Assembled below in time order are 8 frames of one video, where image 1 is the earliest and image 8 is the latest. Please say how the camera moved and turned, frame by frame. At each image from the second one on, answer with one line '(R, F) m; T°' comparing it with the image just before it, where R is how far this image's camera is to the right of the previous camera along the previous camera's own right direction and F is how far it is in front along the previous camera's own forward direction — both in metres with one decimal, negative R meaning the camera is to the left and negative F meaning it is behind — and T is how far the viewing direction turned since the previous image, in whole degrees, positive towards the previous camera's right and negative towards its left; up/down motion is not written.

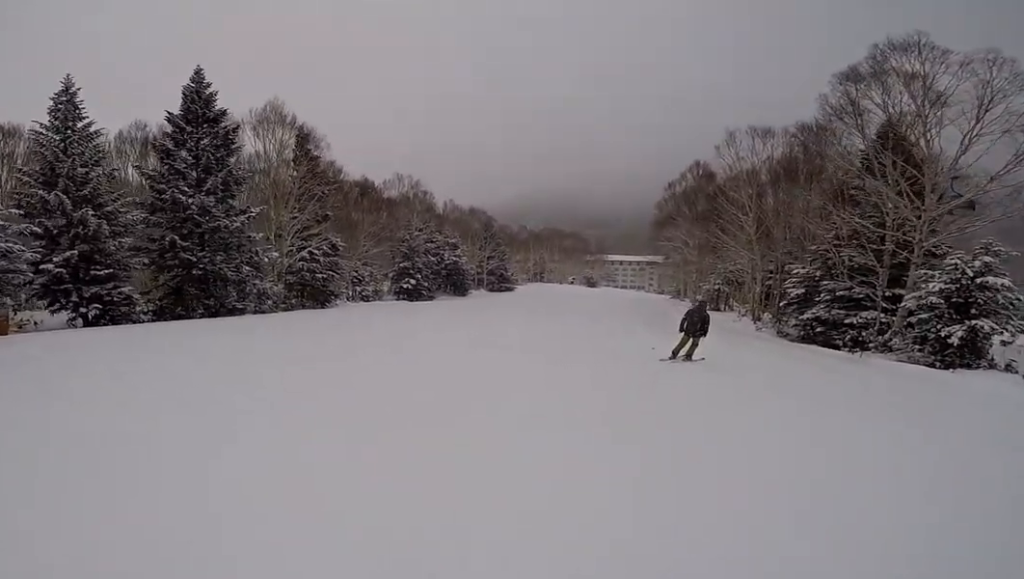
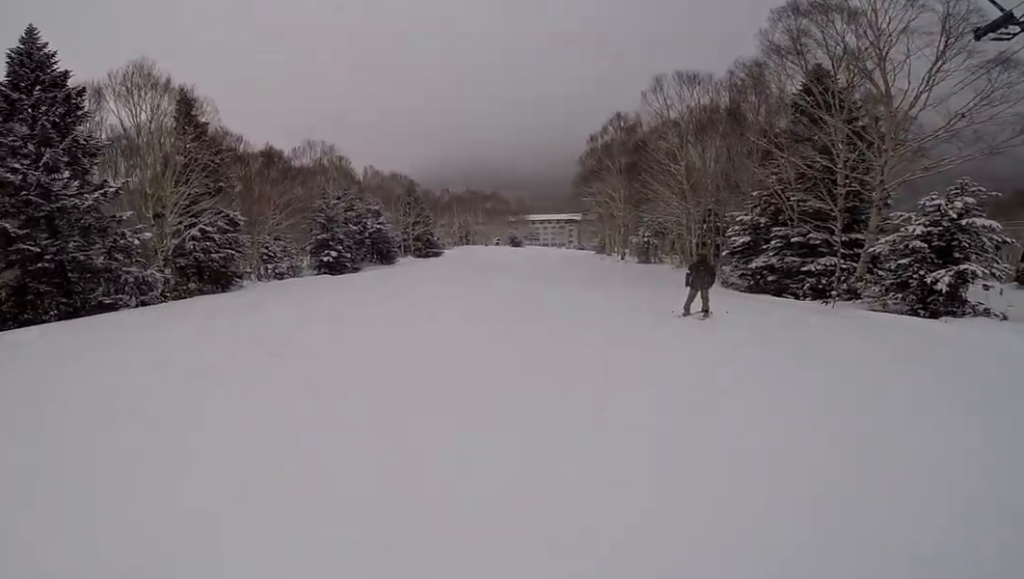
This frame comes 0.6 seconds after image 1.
(-0.8, +3.5) m; 0°
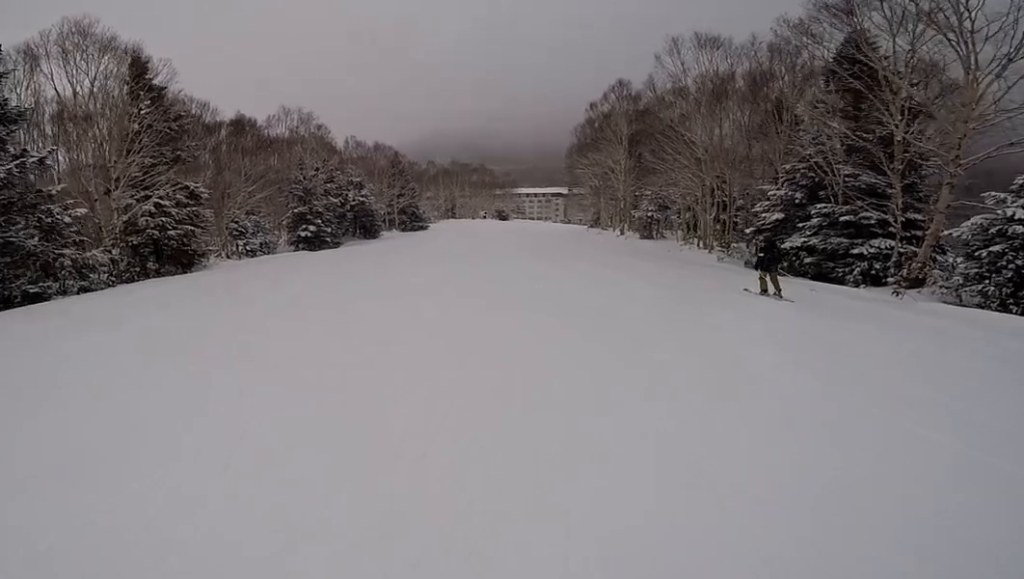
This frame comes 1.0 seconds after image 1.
(+0.8, +3.0) m; +8°
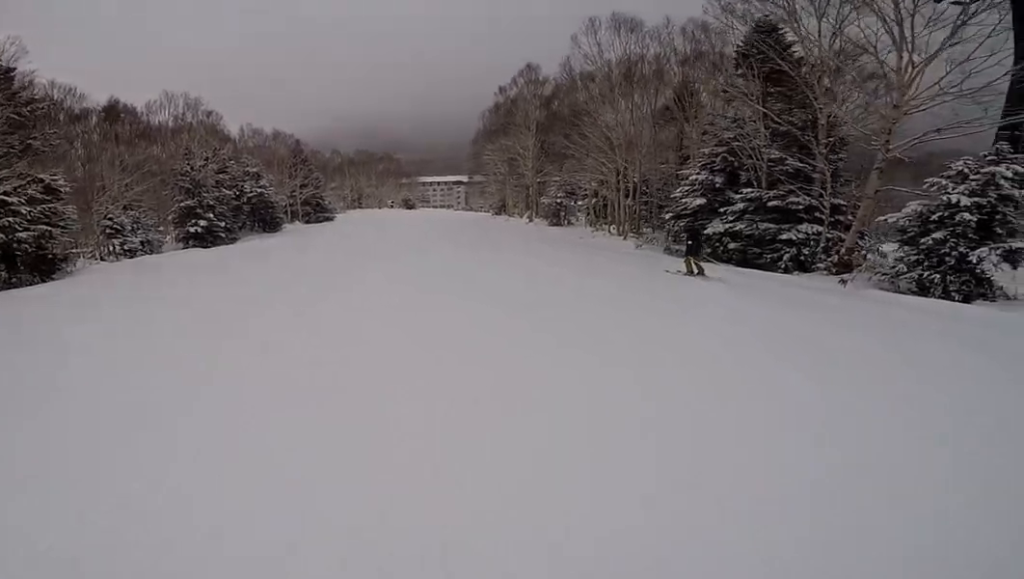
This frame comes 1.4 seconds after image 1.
(+0.3, +2.5) m; +7°
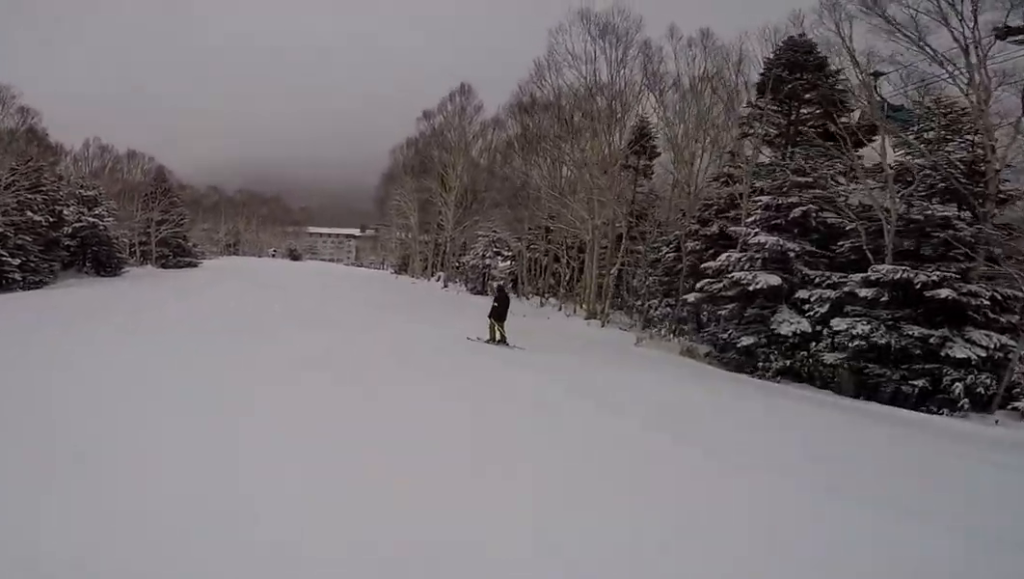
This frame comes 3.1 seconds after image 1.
(+1.9, +10.7) m; +5°
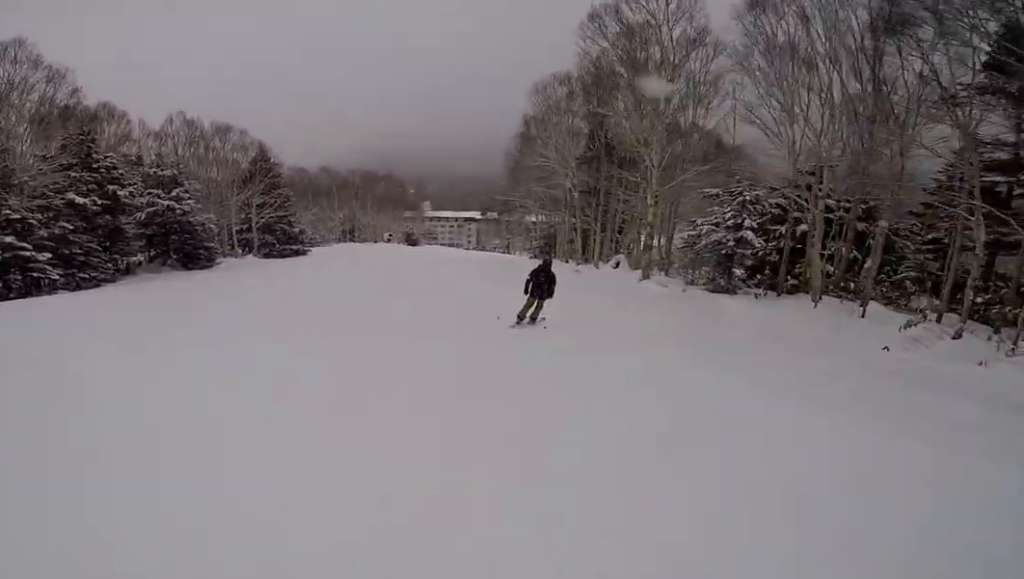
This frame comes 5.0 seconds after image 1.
(-2.8, +11.0) m; -14°
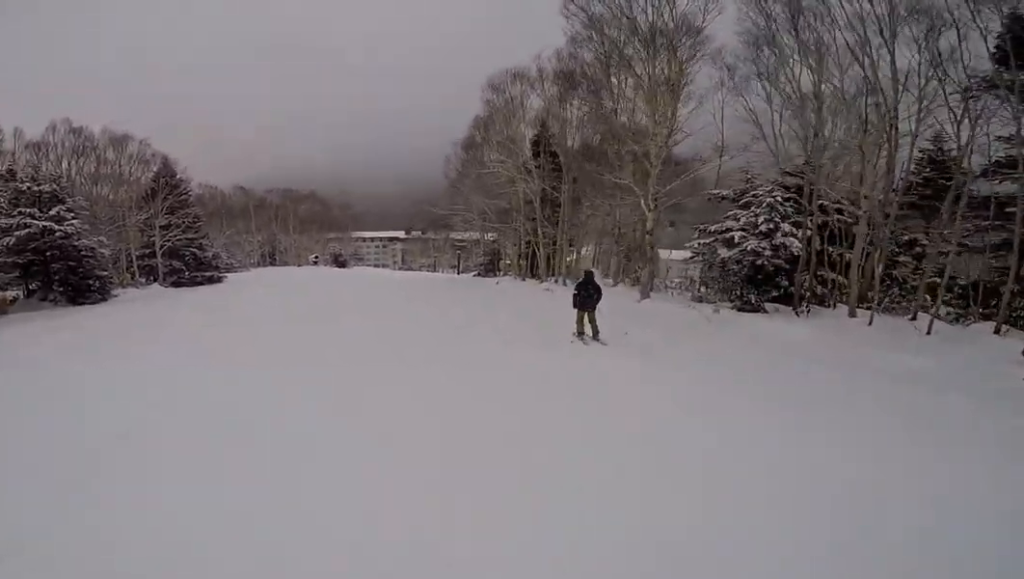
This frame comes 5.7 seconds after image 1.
(+0.4, +5.0) m; +12°
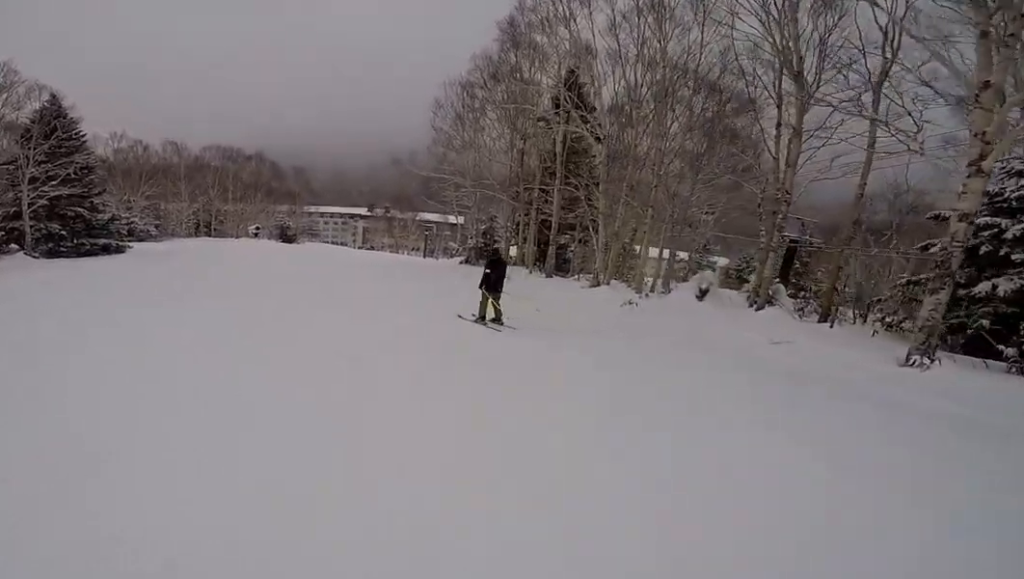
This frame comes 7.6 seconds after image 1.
(+3.7, +10.6) m; +16°
